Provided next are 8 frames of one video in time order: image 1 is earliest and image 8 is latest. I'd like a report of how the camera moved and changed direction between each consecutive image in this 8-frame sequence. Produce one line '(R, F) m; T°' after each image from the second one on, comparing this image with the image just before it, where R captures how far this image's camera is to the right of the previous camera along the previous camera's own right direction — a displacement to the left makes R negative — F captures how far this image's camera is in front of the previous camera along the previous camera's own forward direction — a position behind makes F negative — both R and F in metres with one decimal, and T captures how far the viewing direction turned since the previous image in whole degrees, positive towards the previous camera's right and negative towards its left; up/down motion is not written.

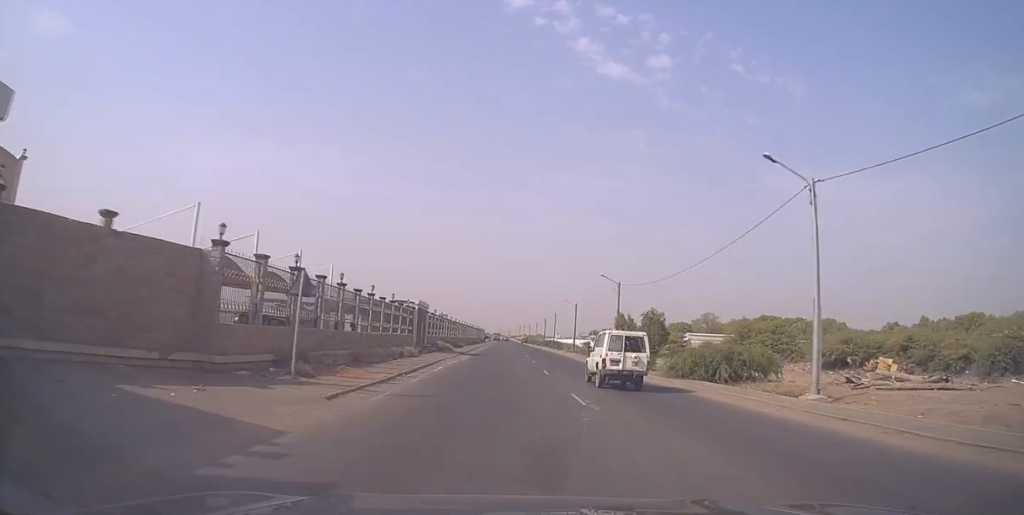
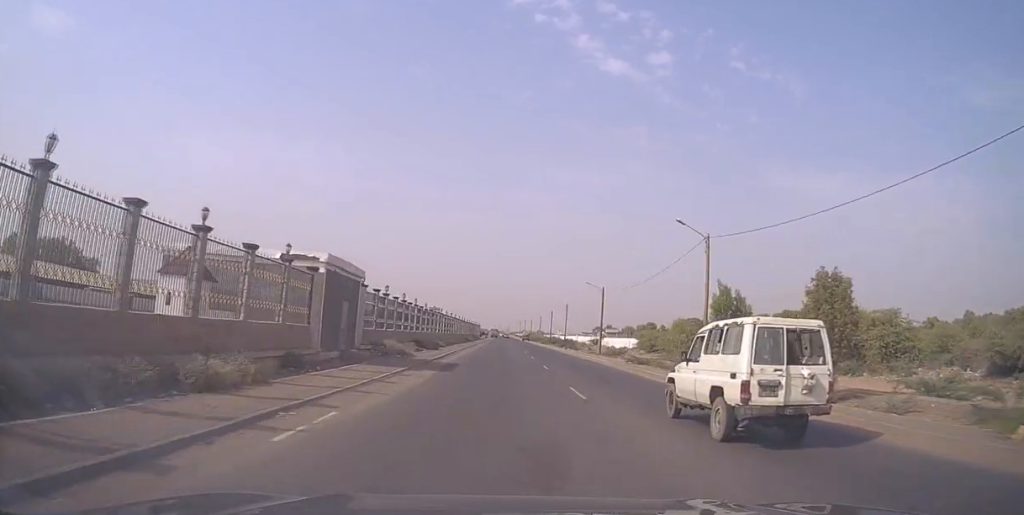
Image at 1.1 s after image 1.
(0.0, +27.0) m; 0°
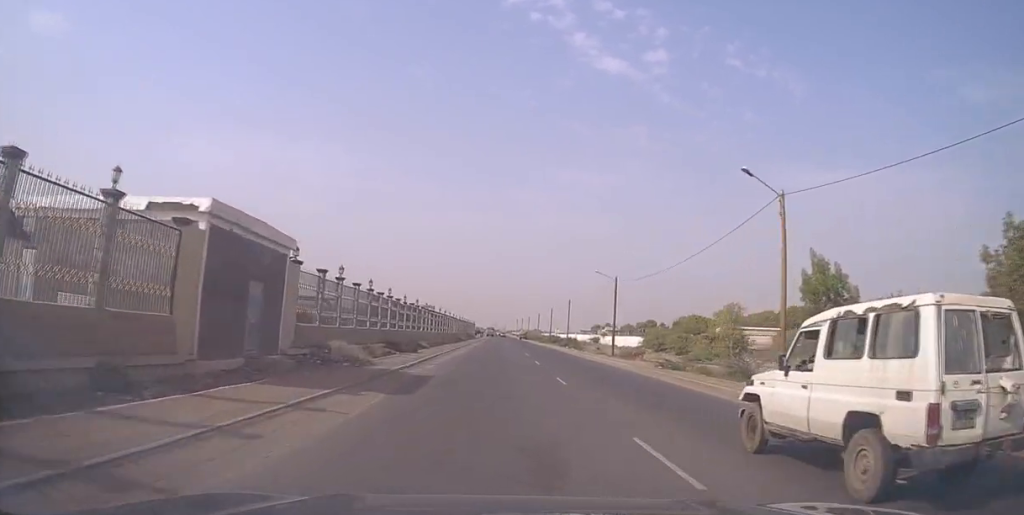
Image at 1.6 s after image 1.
(0.0, +10.2) m; 0°
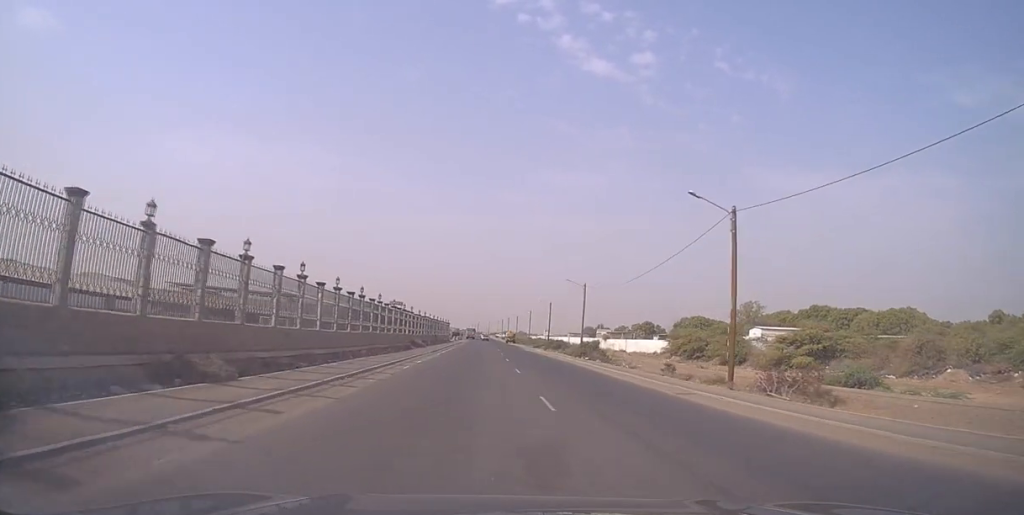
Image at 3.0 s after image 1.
(+0.1, +34.4) m; +2°
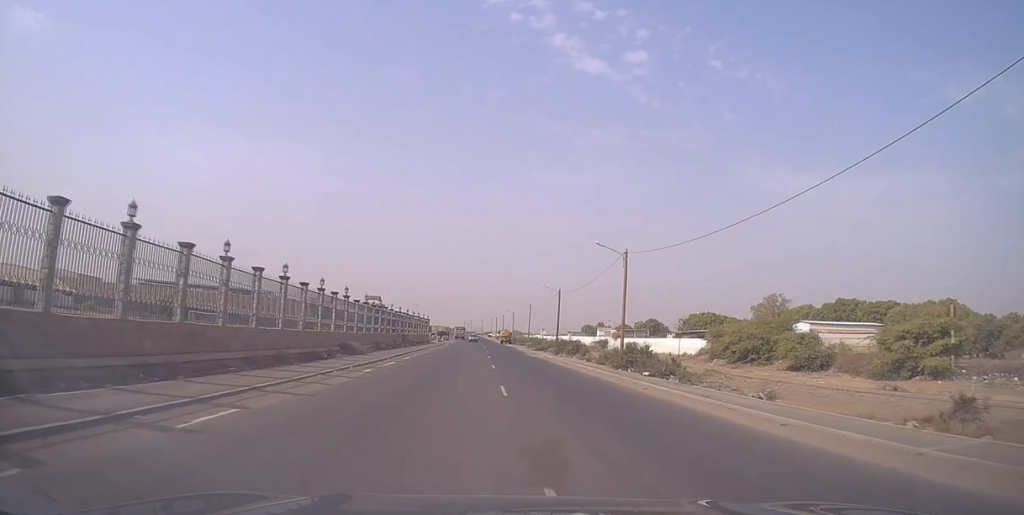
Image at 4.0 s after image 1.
(+0.6, +24.8) m; +1°
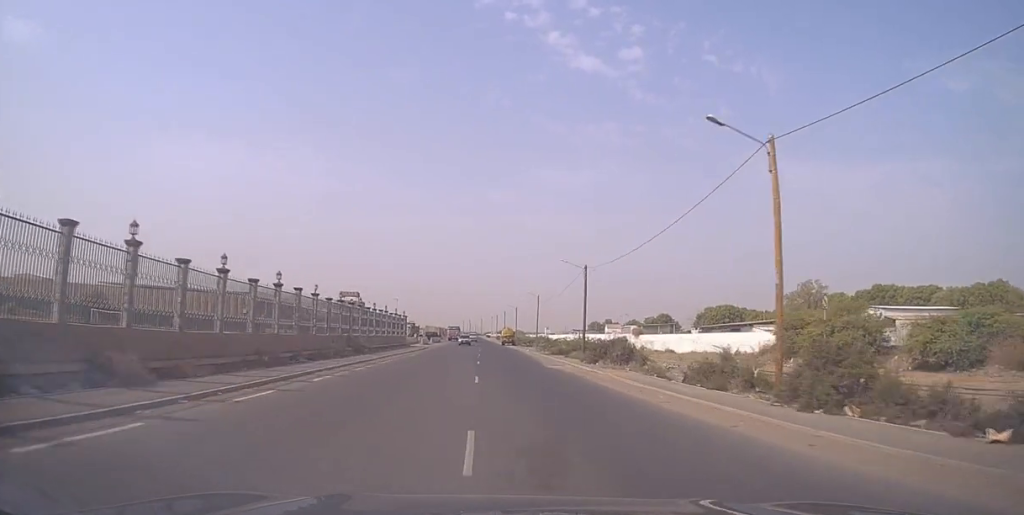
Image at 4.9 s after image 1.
(-0.2, +22.6) m; 0°
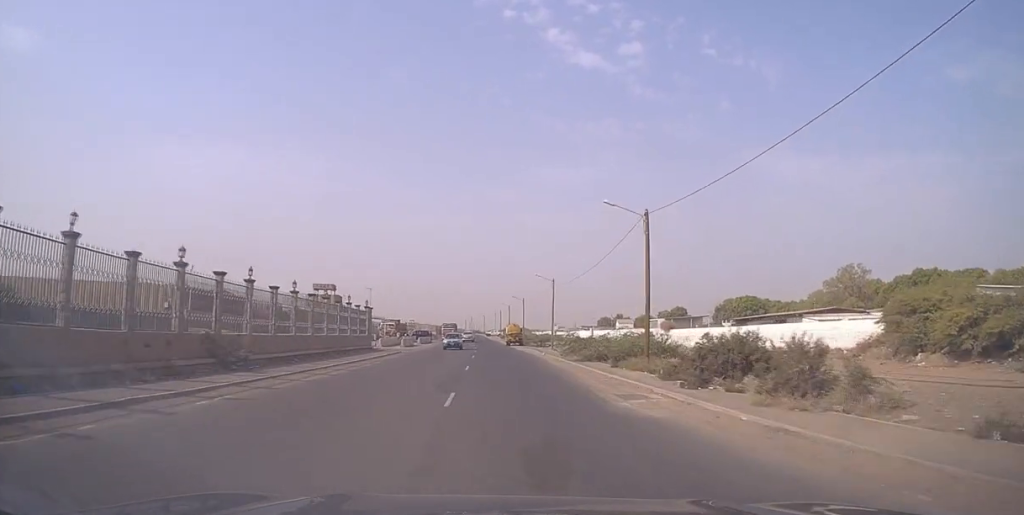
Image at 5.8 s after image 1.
(0.0, +19.1) m; -1°
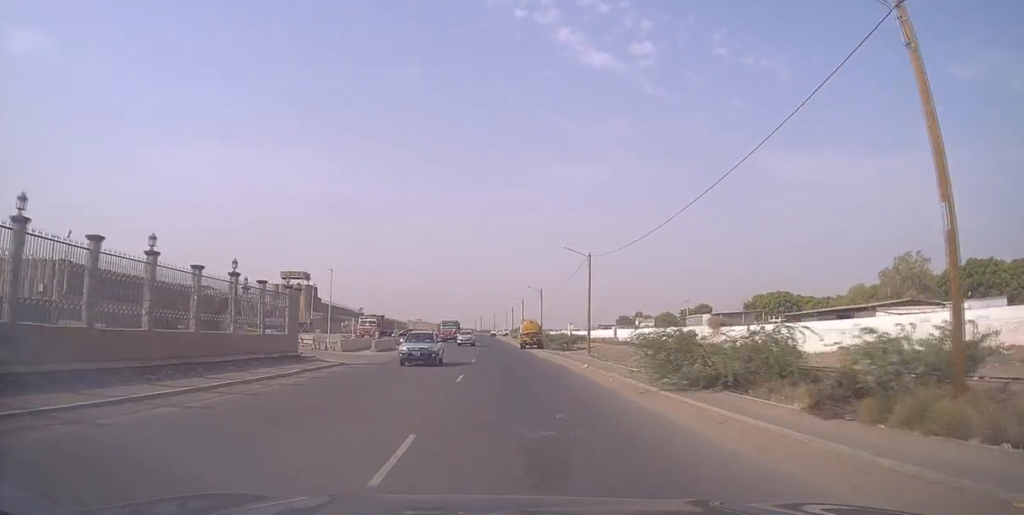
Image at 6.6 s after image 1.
(-0.4, +17.9) m; -2°
